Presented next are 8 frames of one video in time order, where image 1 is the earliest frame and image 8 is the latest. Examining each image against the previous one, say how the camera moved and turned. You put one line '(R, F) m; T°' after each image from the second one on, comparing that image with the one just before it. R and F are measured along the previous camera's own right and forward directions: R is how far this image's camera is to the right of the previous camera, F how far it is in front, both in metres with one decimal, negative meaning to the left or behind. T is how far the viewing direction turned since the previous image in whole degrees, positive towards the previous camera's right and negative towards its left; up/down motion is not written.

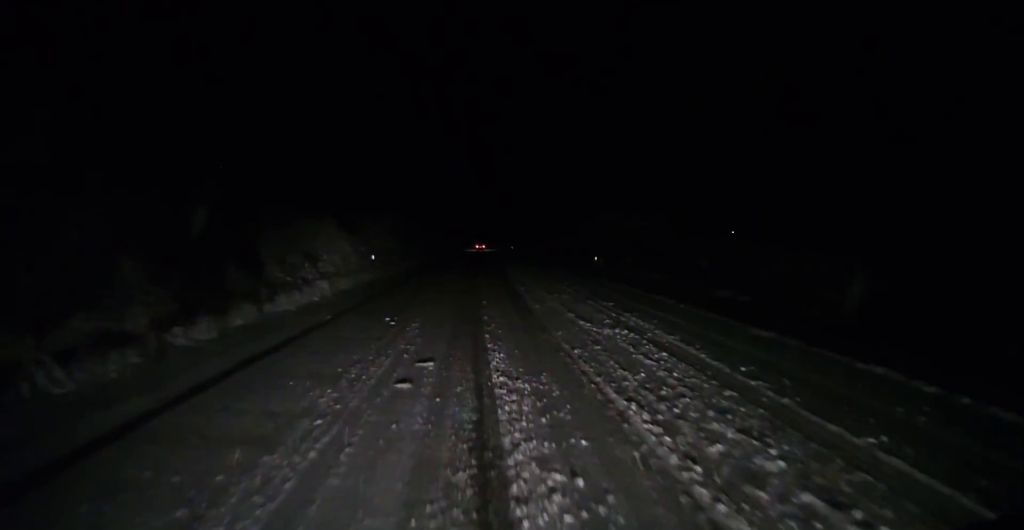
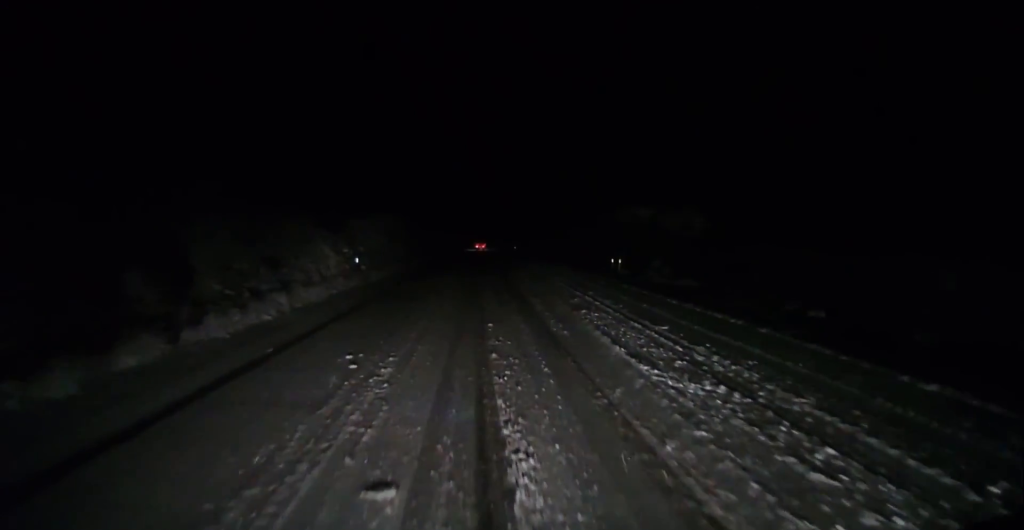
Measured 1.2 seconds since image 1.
(-0.1, +6.1) m; 0°
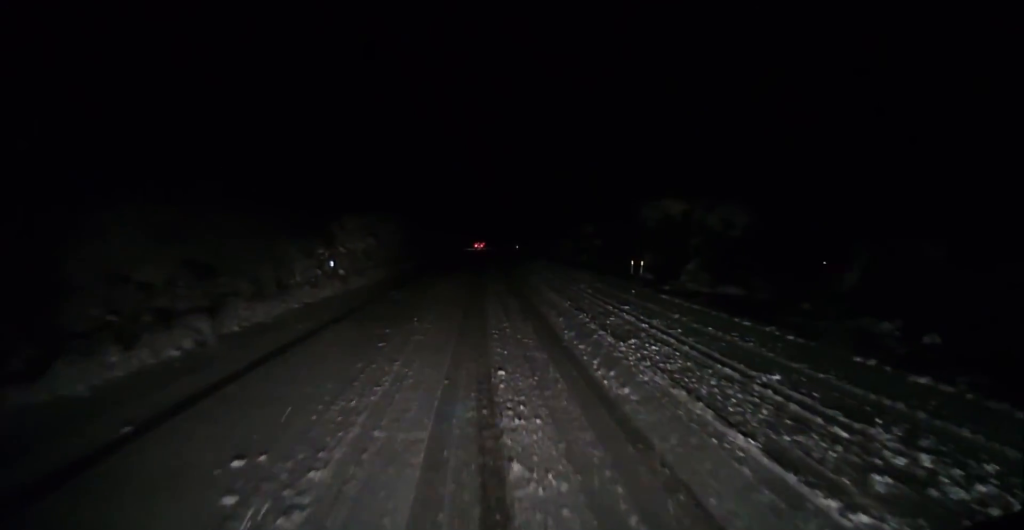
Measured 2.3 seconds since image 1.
(0.0, +6.3) m; 0°
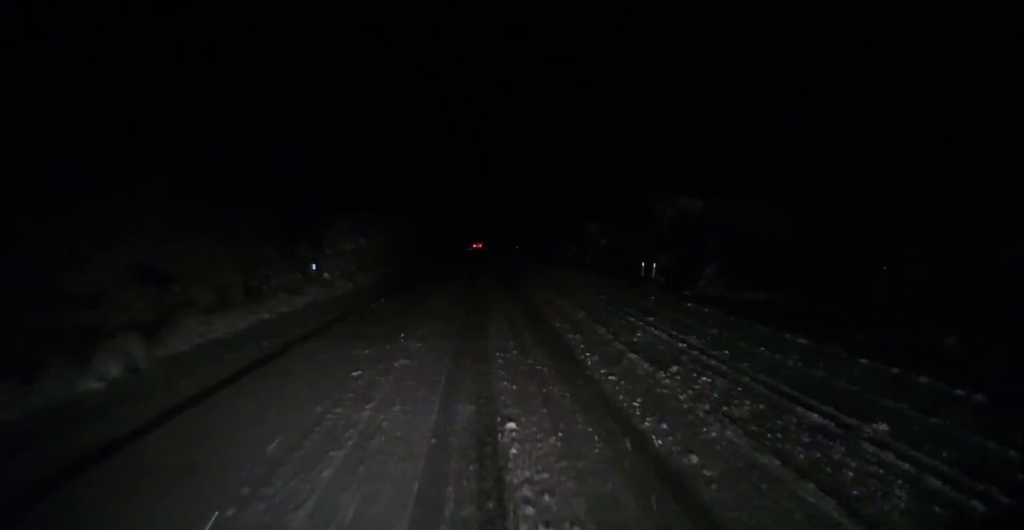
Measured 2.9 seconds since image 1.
(-0.1, +3.1) m; 0°
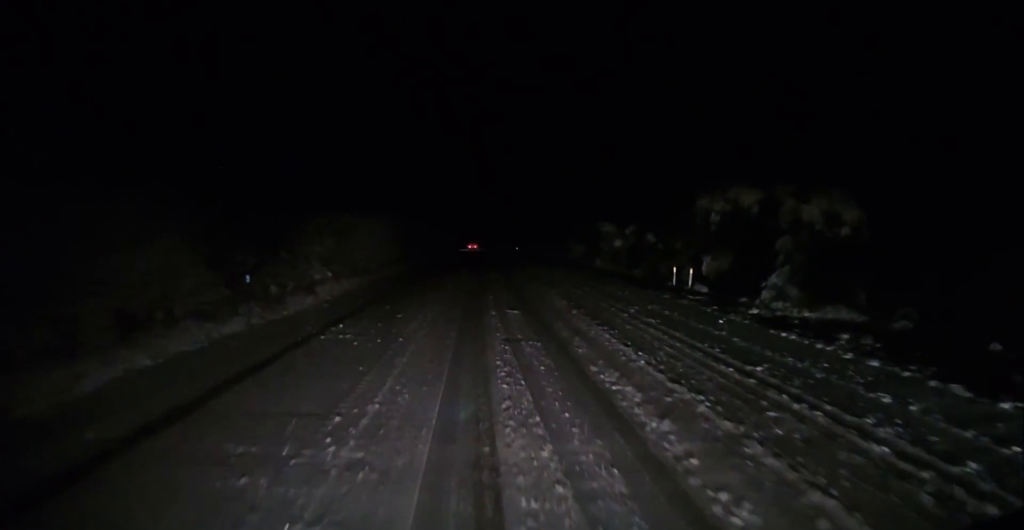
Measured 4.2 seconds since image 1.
(+0.3, +7.3) m; +1°
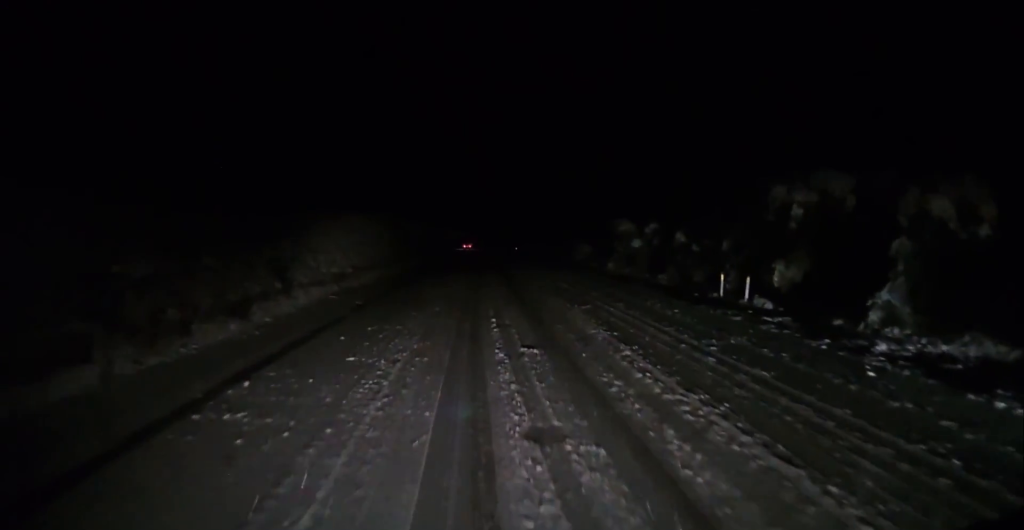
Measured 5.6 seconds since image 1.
(-0.3, +7.2) m; -2°
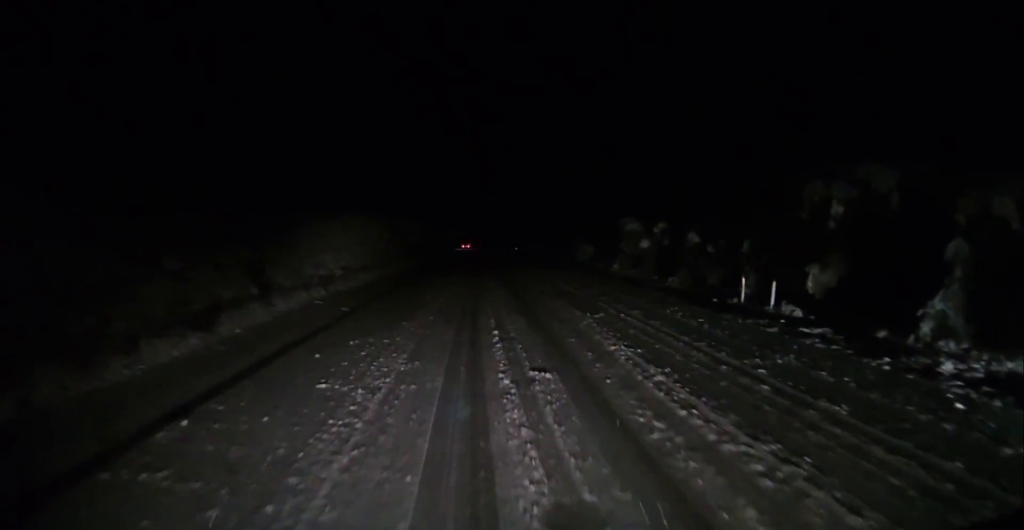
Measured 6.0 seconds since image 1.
(0.0, +2.3) m; +1°
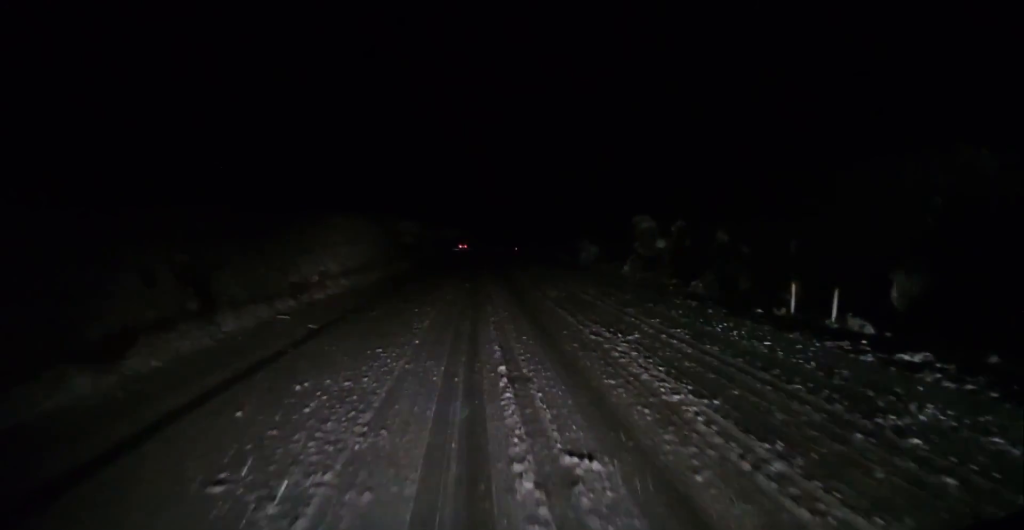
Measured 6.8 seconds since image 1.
(+0.2, +4.3) m; +4°
